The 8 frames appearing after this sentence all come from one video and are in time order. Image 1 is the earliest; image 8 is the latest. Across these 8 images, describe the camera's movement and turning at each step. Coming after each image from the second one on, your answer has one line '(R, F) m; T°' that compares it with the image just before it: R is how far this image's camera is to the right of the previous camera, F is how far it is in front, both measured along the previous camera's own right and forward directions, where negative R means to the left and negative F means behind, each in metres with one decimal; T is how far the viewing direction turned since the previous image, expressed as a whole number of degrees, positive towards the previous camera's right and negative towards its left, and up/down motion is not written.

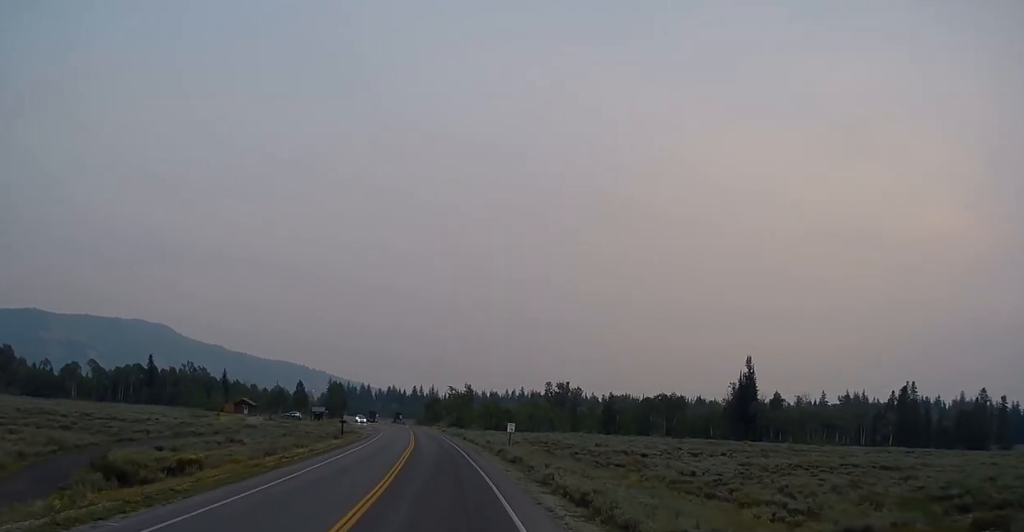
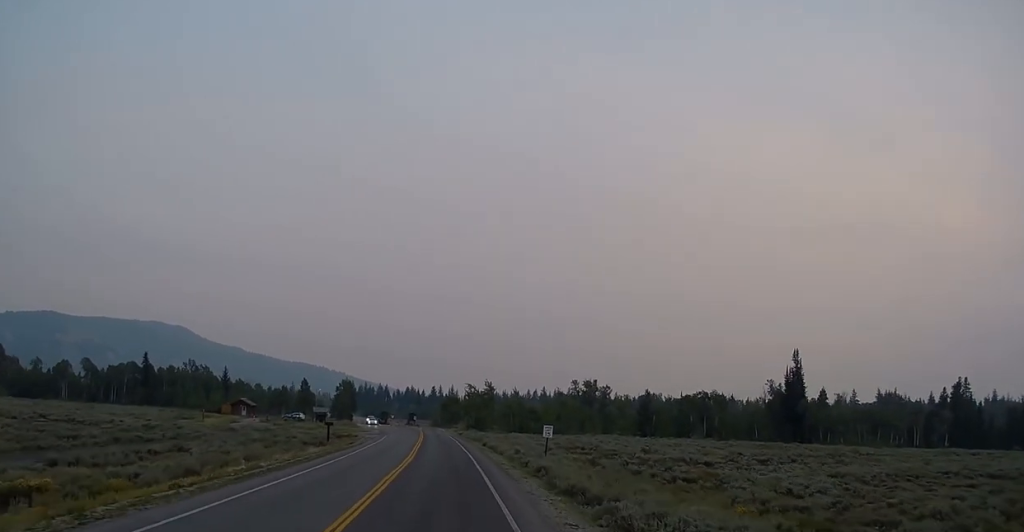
(-0.1, +15.9) m; -2°
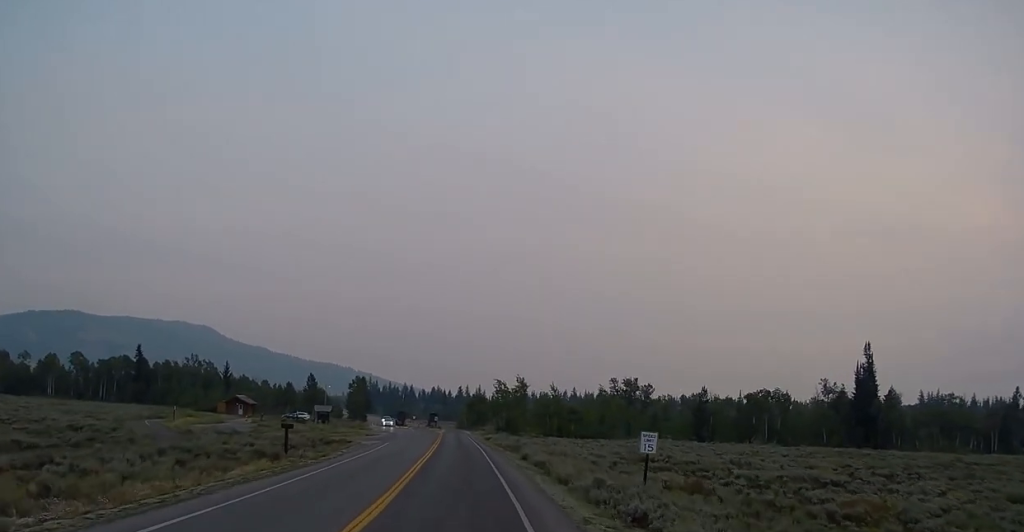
(-0.1, +19.6) m; 0°
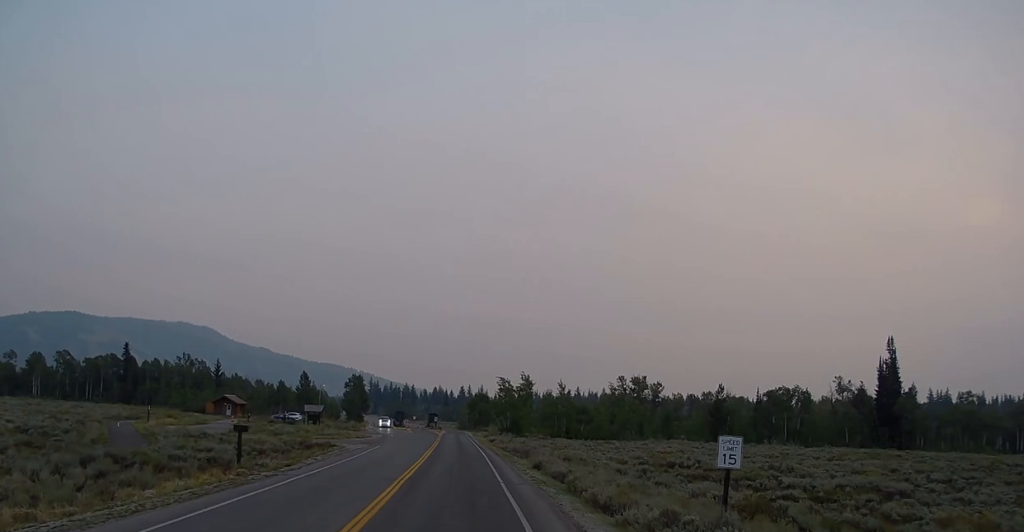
(-0.2, +7.1) m; -1°
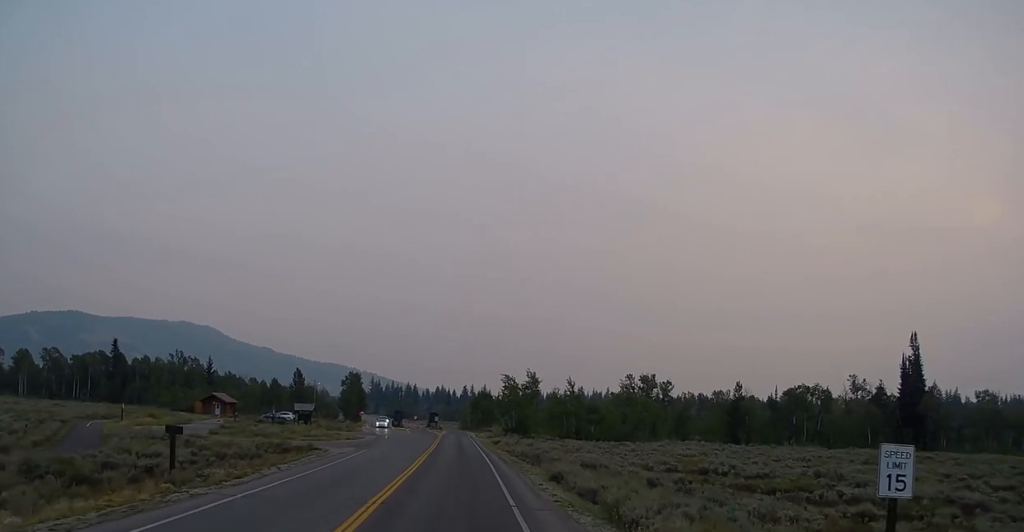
(-0.1, +6.6) m; -2°
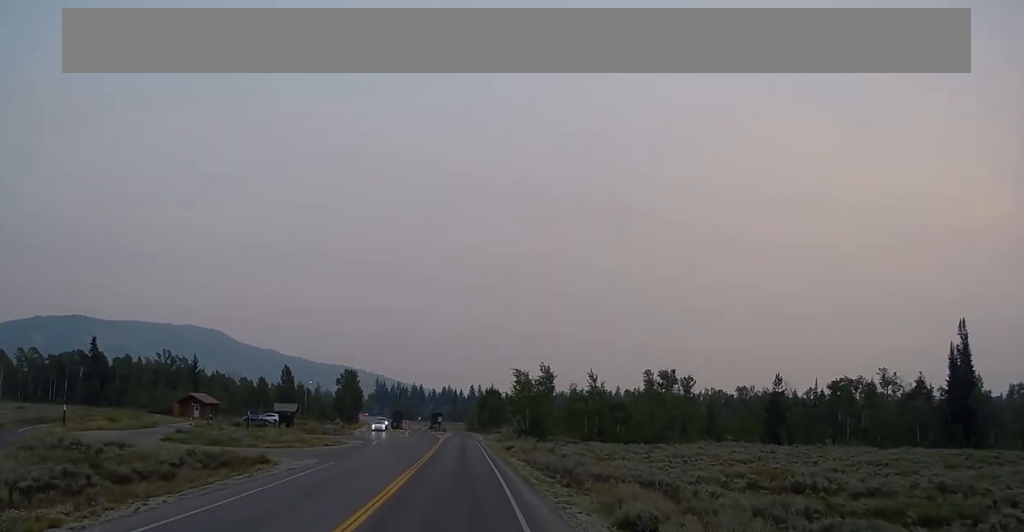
(-0.5, +12.6) m; -2°
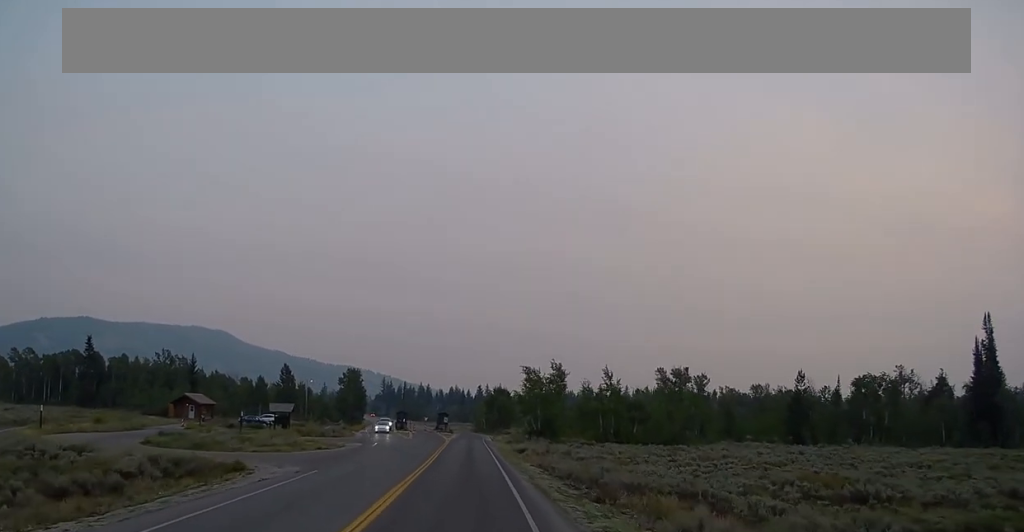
(0.0, +4.9) m; 0°
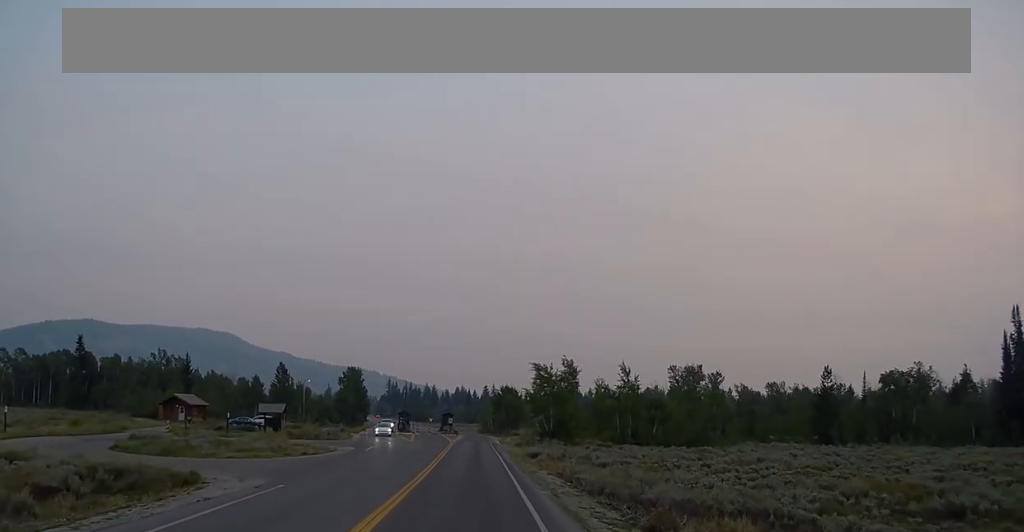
(+0.4, +5.7) m; 0°
